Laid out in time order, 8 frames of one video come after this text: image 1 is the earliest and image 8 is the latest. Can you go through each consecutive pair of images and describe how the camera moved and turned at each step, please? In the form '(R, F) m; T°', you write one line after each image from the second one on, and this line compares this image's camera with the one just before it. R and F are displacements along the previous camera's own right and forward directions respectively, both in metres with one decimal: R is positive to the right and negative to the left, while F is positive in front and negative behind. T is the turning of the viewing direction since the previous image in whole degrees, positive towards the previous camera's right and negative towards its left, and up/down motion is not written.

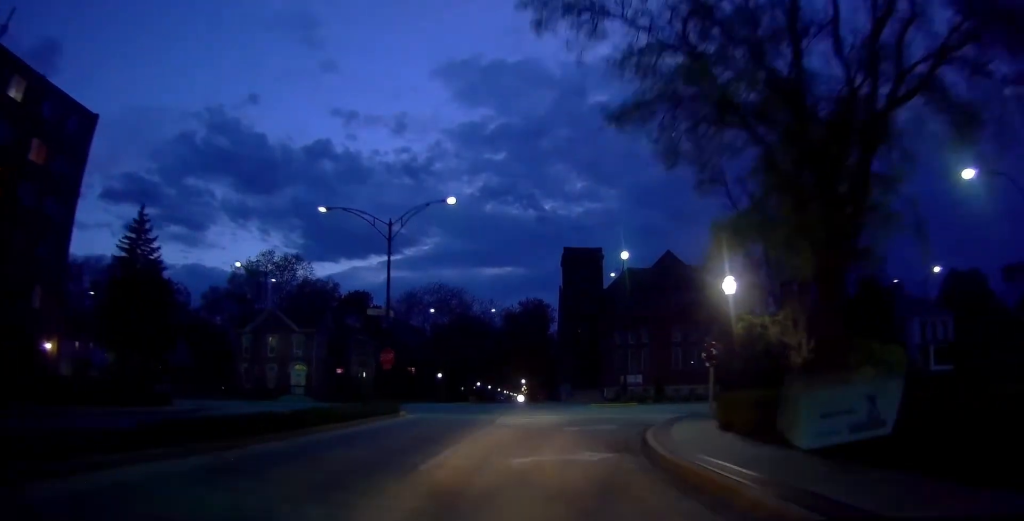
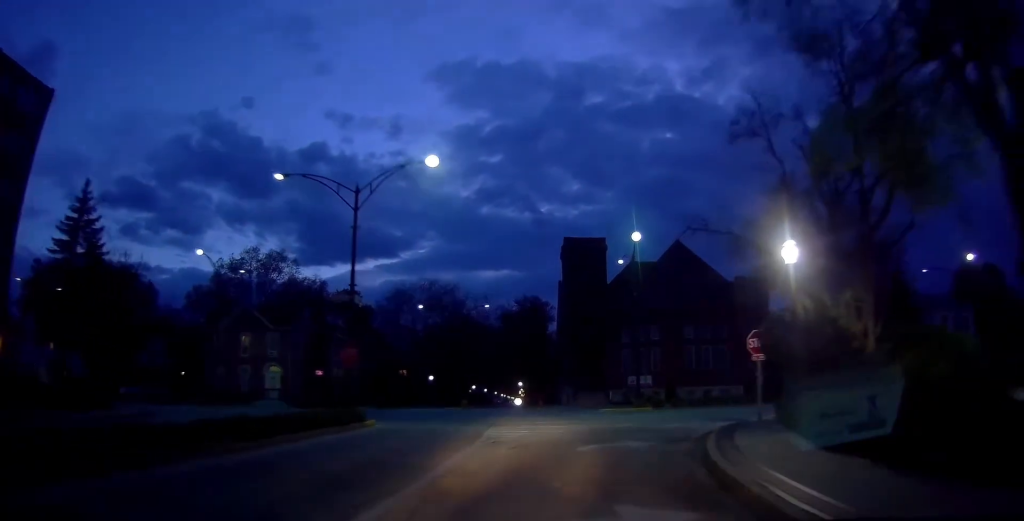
(0.0, +5.5) m; 0°
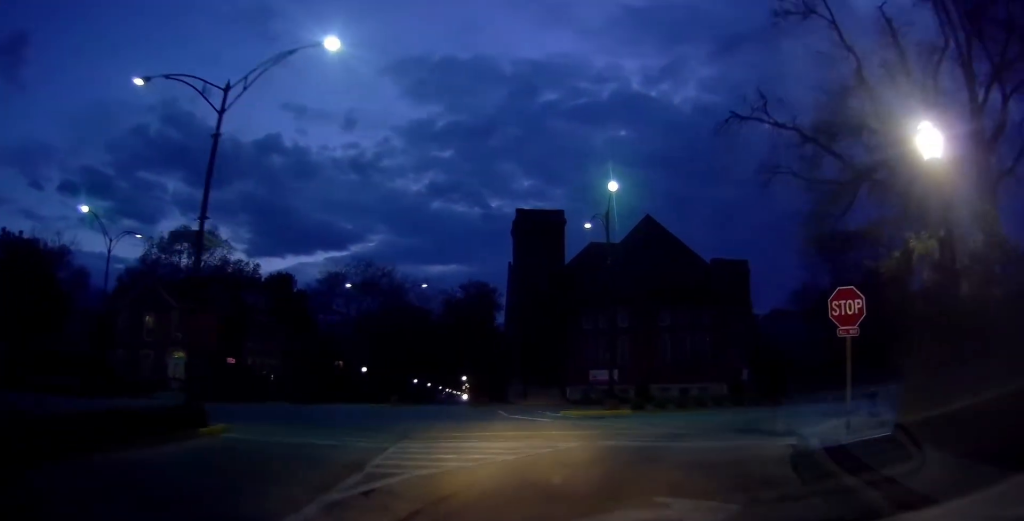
(0.0, +8.7) m; +9°
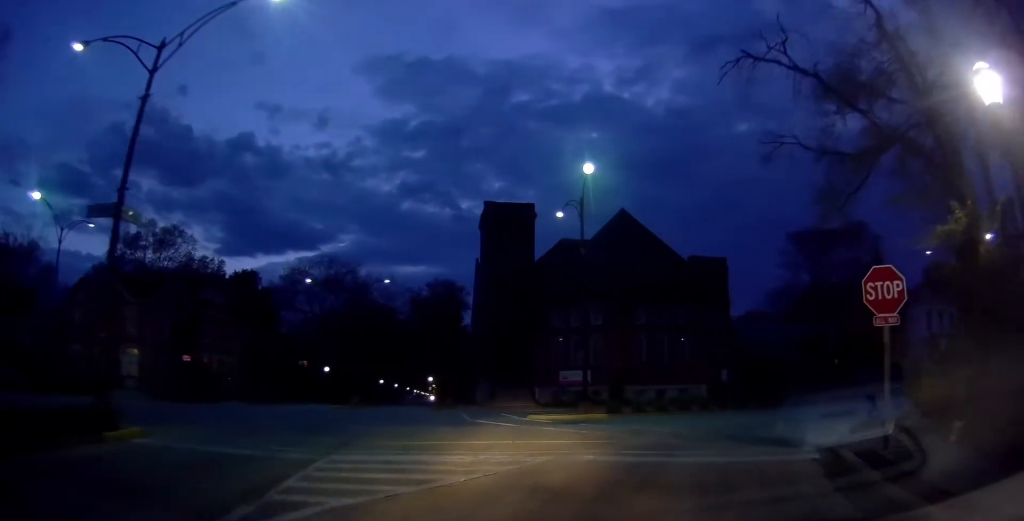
(0.0, +2.8) m; +6°
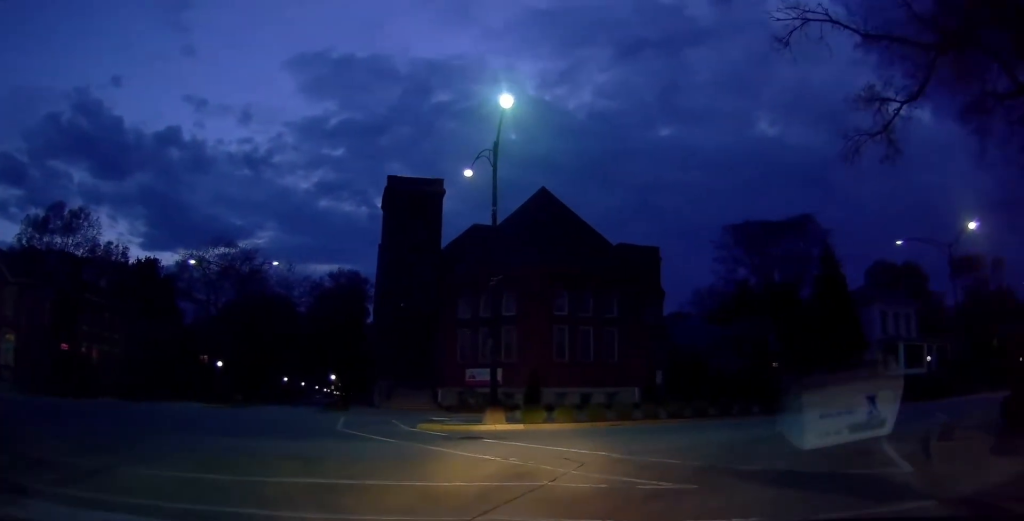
(+1.8, +8.1) m; +16°
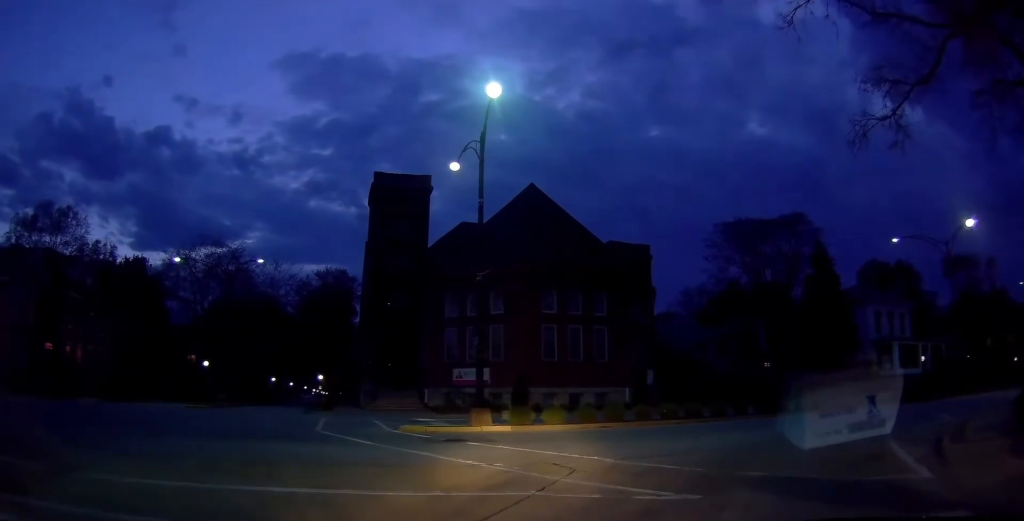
(+0.1, +1.2) m; +6°
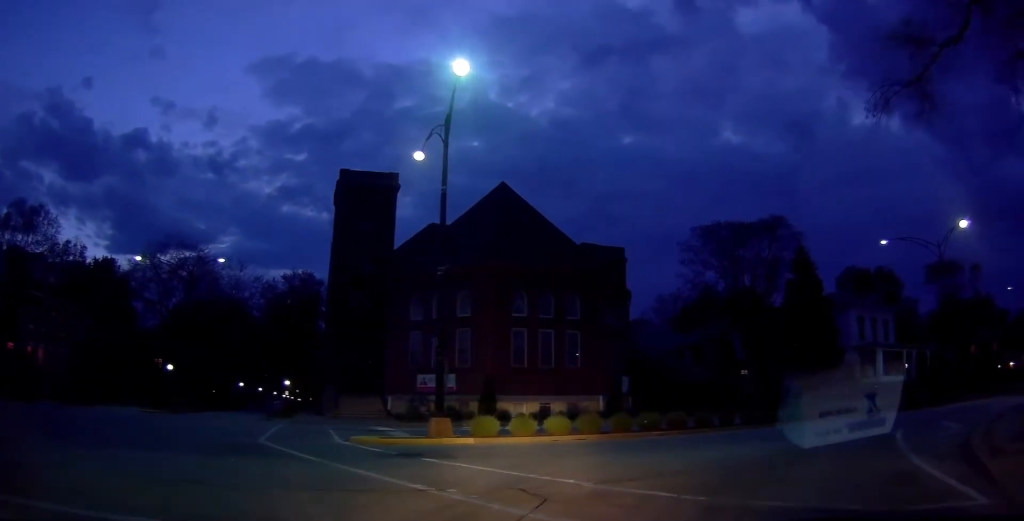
(+0.3, +2.7) m; +11°
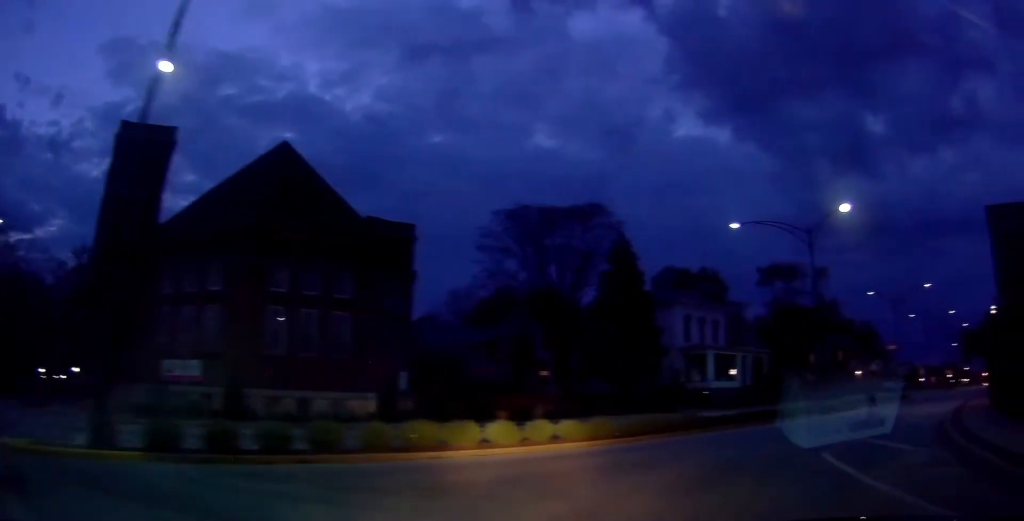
(+0.5, +5.4) m; +9°
